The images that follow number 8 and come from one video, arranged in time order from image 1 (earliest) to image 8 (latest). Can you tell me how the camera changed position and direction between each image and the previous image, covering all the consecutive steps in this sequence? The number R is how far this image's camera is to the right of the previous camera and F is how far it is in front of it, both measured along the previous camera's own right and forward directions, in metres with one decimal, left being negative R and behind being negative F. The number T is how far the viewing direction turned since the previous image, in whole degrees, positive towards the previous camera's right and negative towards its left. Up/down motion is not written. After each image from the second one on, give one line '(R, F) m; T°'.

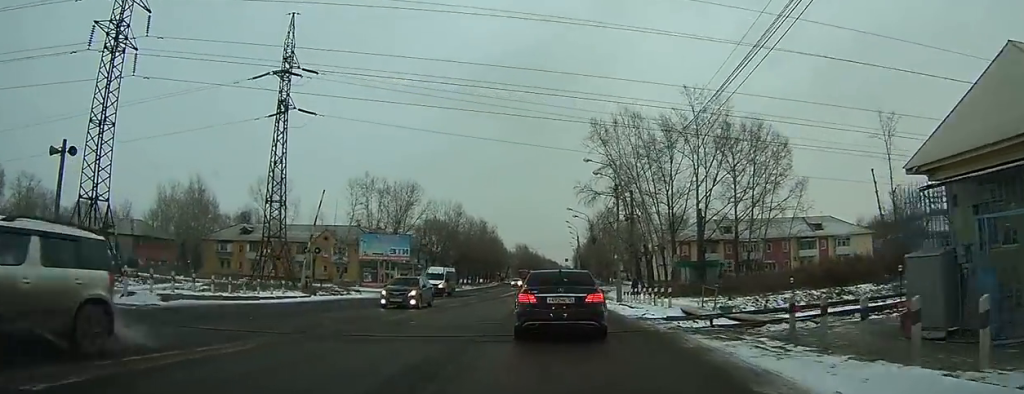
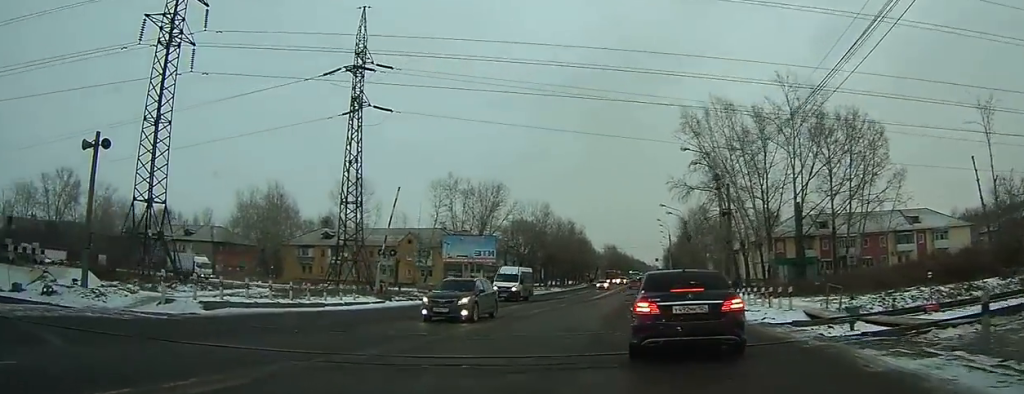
(-0.2, +3.4) m; -5°
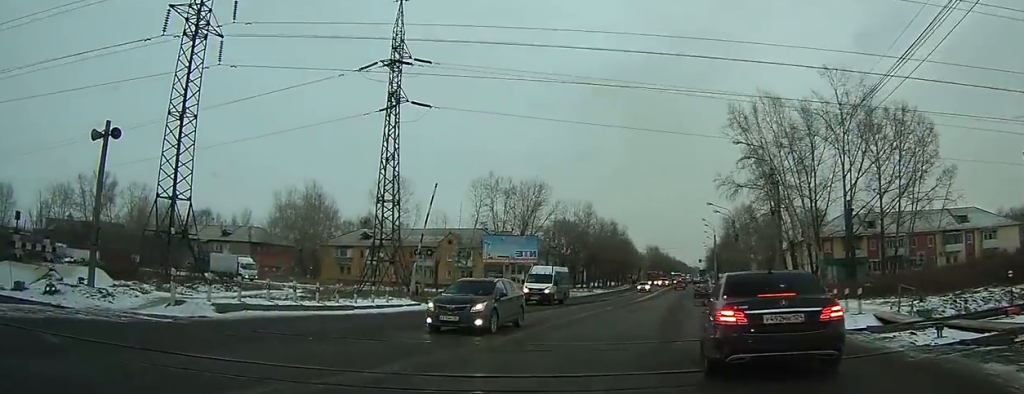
(-0.1, +1.9) m; -1°
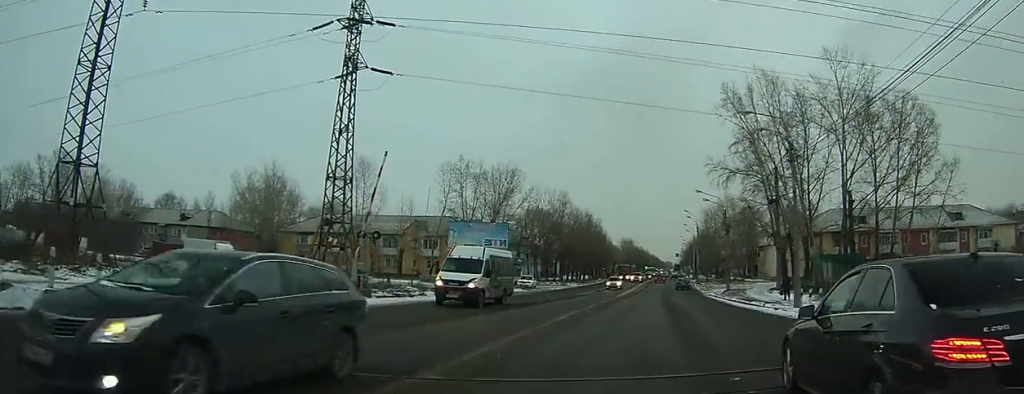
(-0.1, +5.5) m; 0°
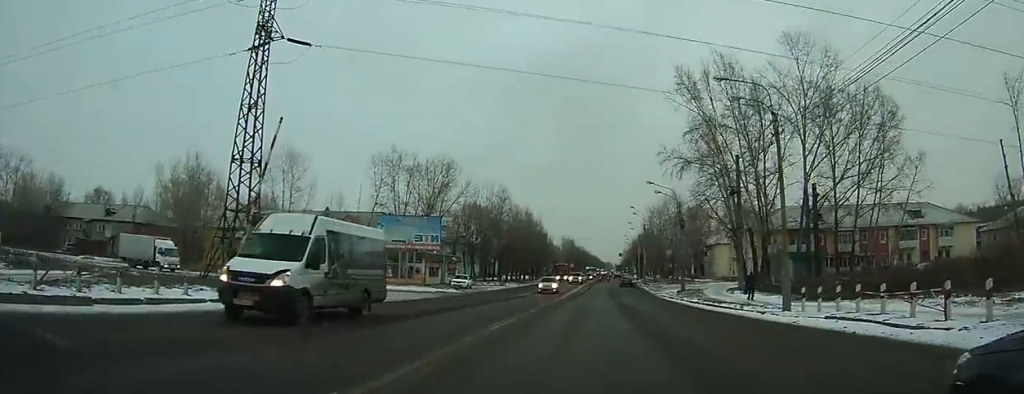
(+0.1, +5.2) m; 0°
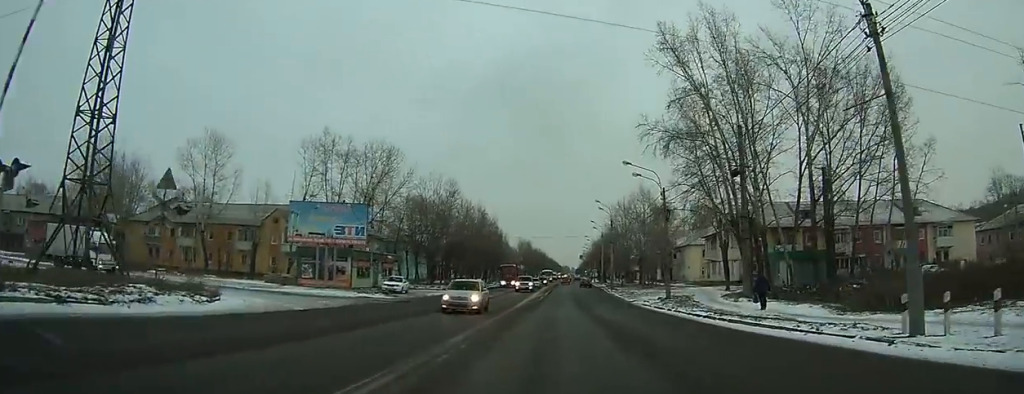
(-0.1, +10.9) m; -1°
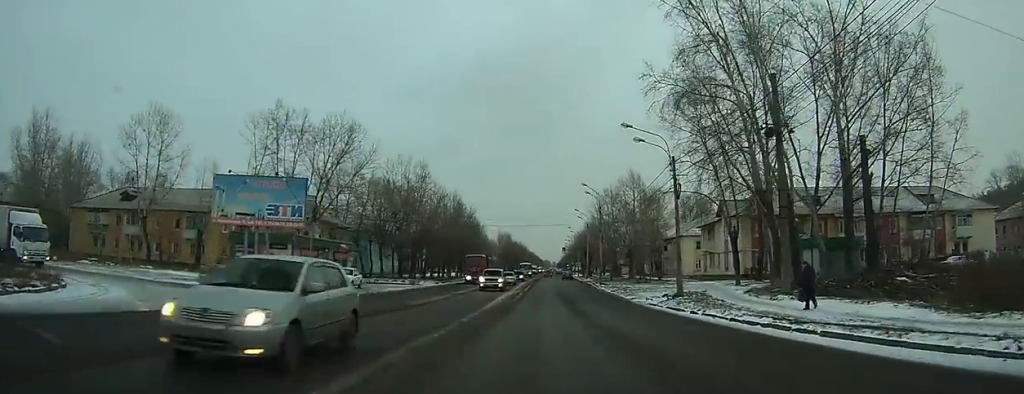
(0.0, +8.5) m; +1°
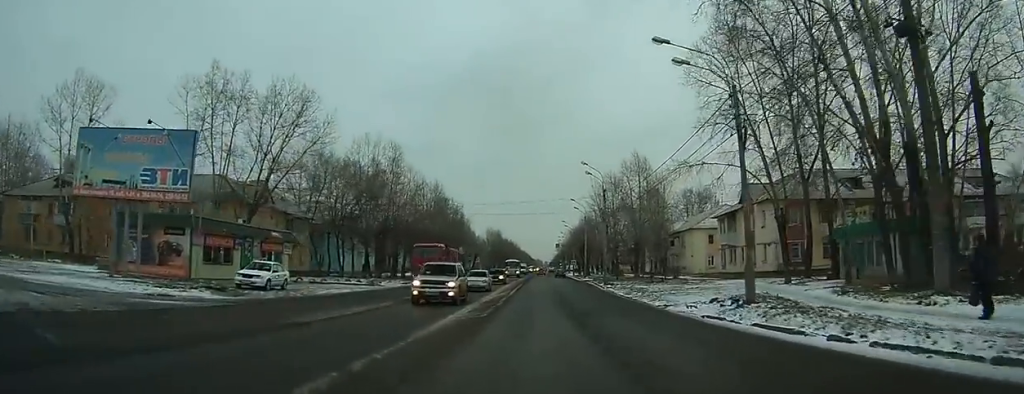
(+0.2, +12.0) m; +1°
